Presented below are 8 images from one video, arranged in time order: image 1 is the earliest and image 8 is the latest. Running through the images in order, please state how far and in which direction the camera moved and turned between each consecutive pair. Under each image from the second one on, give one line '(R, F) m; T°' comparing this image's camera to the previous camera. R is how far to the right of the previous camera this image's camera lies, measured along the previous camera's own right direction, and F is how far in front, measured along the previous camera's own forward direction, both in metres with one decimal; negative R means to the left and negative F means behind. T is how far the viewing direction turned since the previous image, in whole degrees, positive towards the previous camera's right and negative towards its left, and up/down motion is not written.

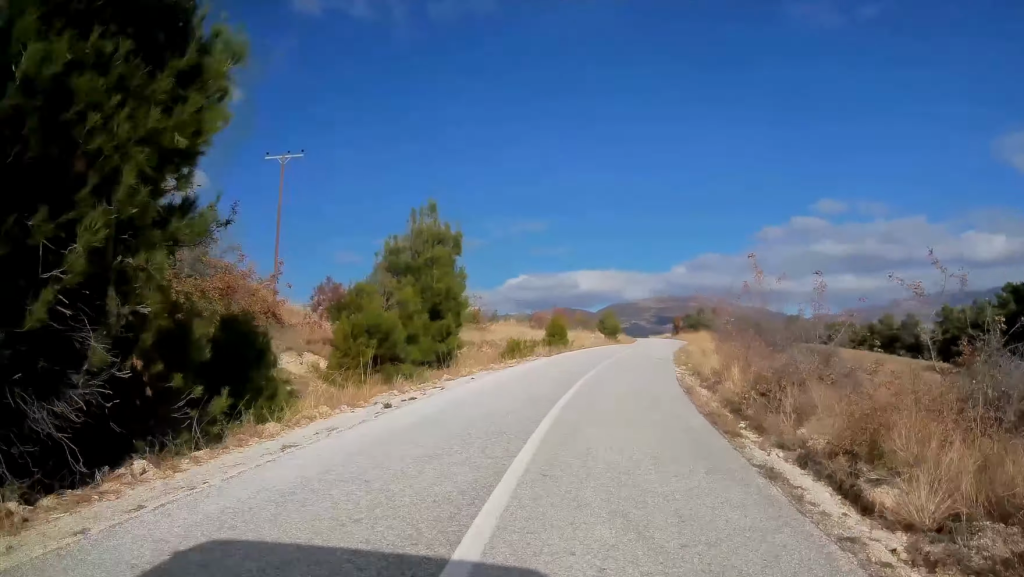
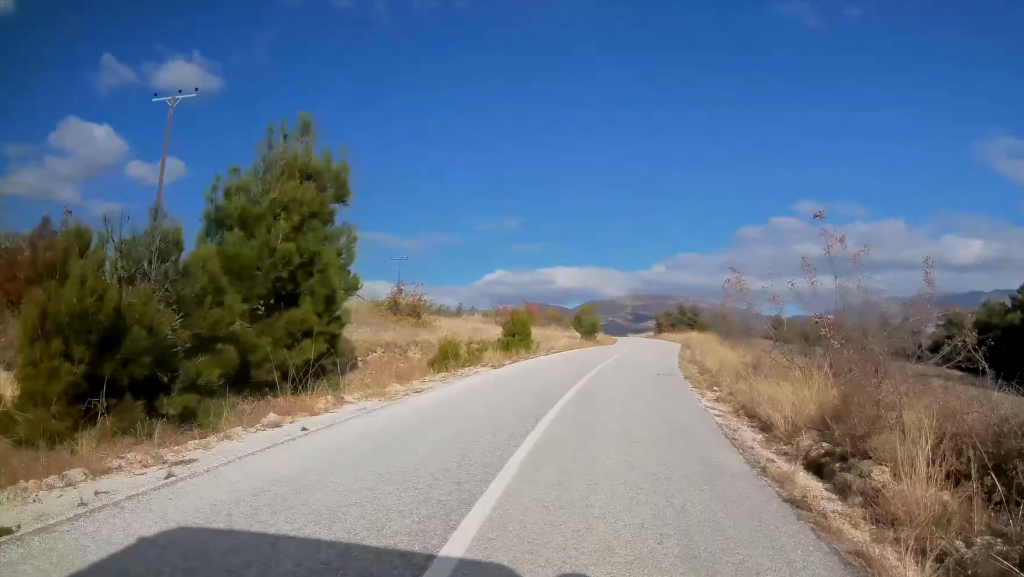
(+0.1, +10.0) m; +2°
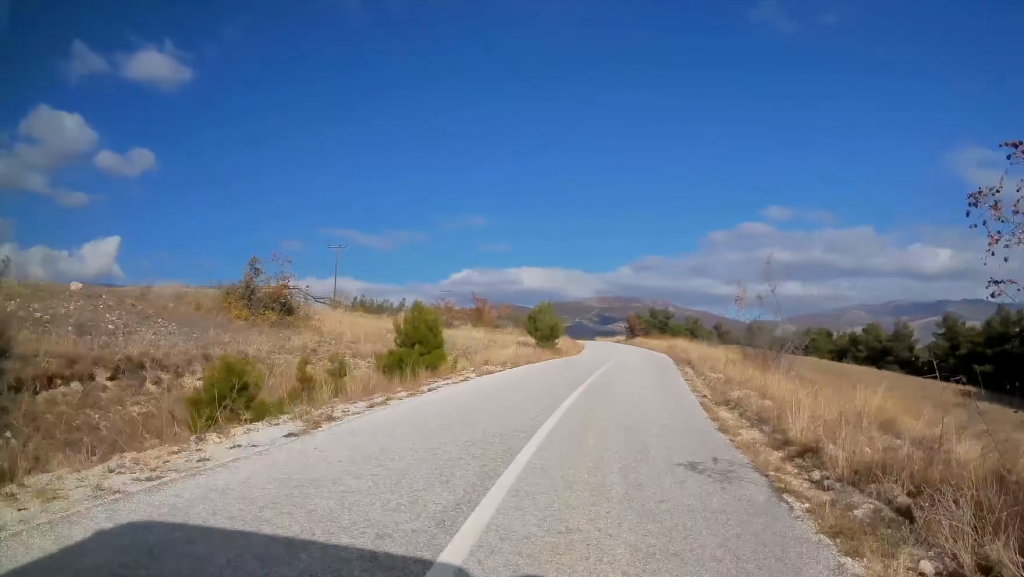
(+0.4, +12.3) m; +3°
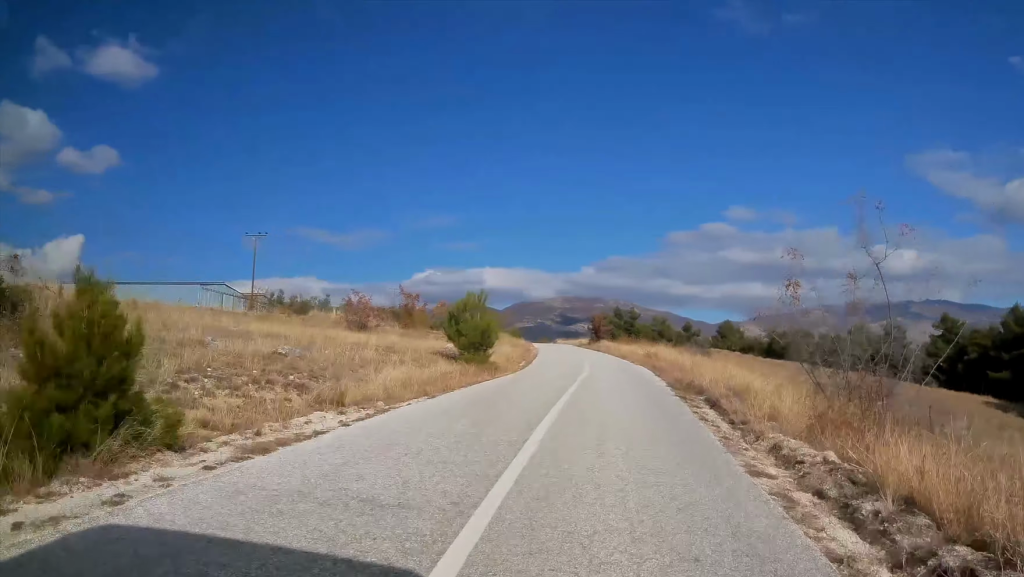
(+0.3, +12.1) m; +3°
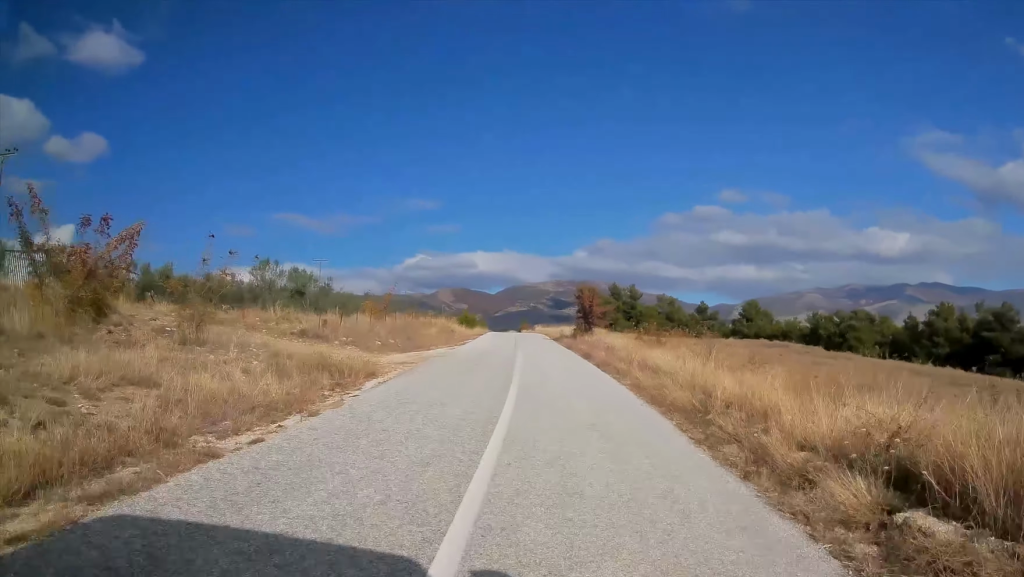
(+1.4, +34.4) m; +2°
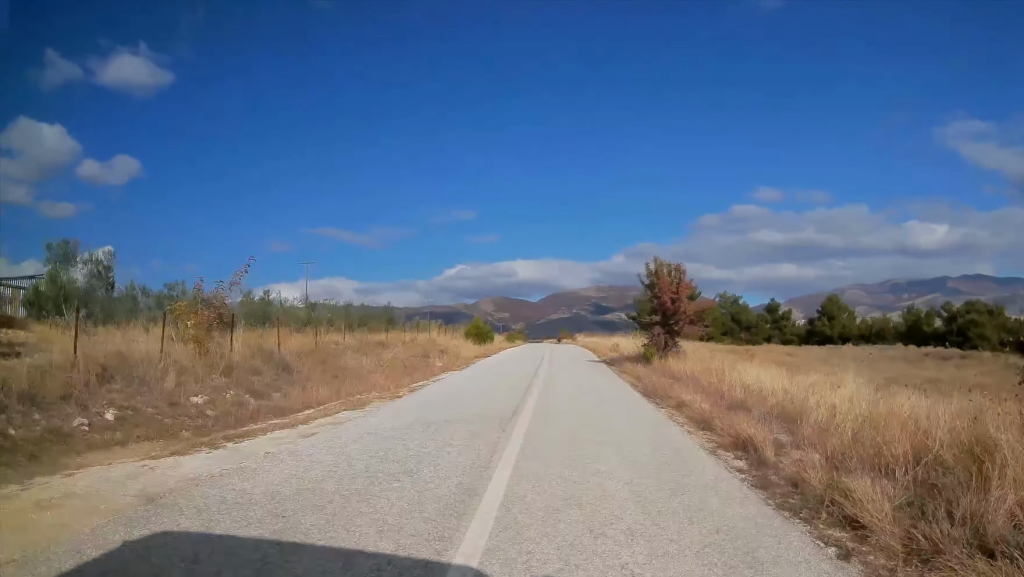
(-0.4, +20.5) m; -3°
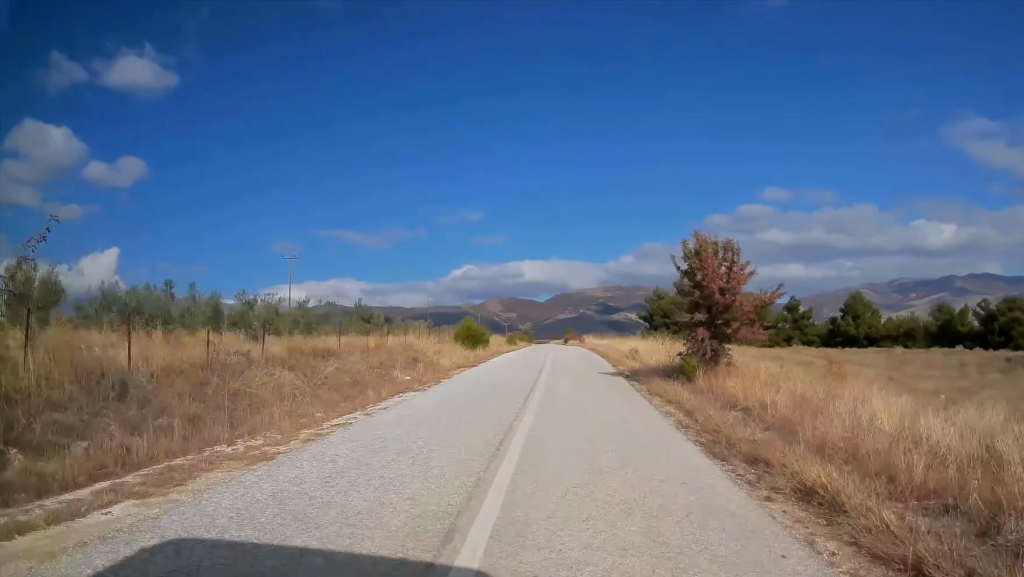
(-0.1, +7.0) m; -1°
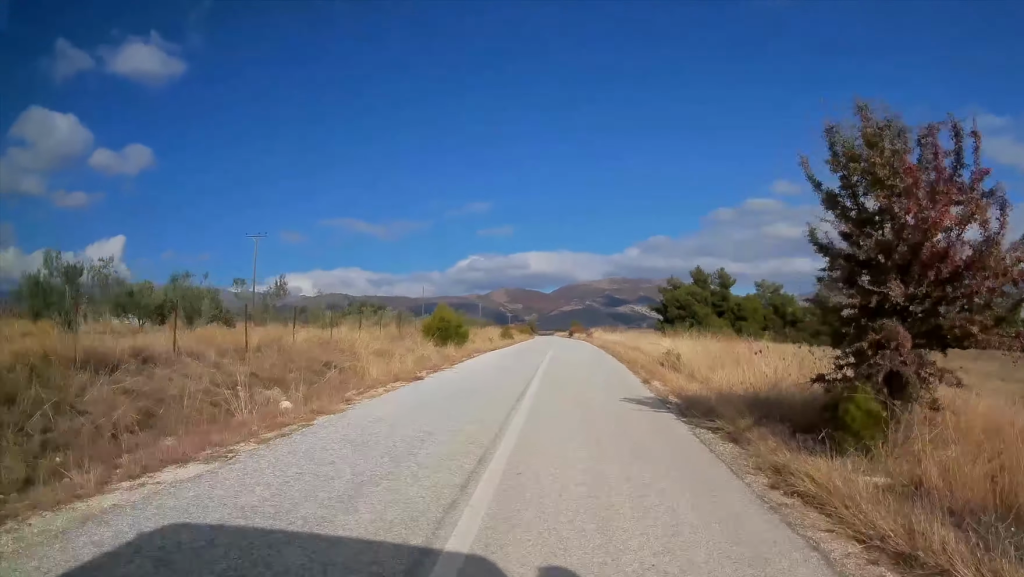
(-0.1, +10.1) m; -1°
